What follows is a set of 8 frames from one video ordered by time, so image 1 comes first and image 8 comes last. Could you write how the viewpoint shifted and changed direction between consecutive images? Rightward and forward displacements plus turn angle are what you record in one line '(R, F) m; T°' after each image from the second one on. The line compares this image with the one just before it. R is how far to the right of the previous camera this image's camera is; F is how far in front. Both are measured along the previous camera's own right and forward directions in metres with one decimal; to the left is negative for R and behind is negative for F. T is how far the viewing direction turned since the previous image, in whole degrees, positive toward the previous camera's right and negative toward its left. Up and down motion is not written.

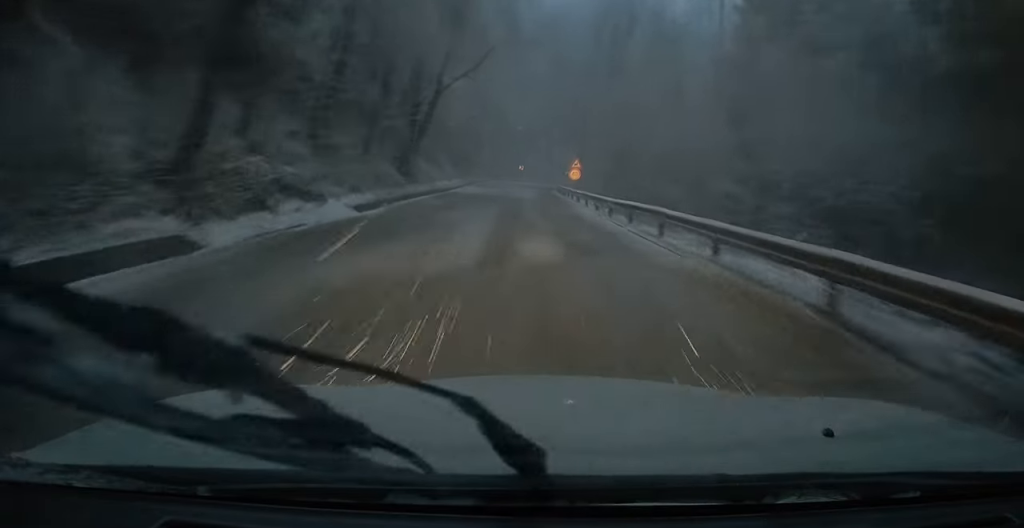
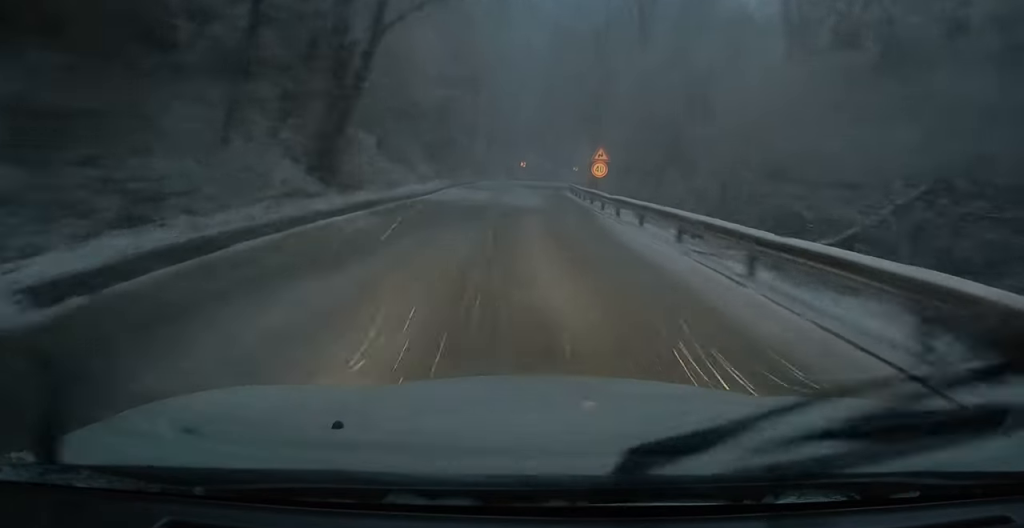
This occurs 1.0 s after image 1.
(0.0, +12.8) m; 0°
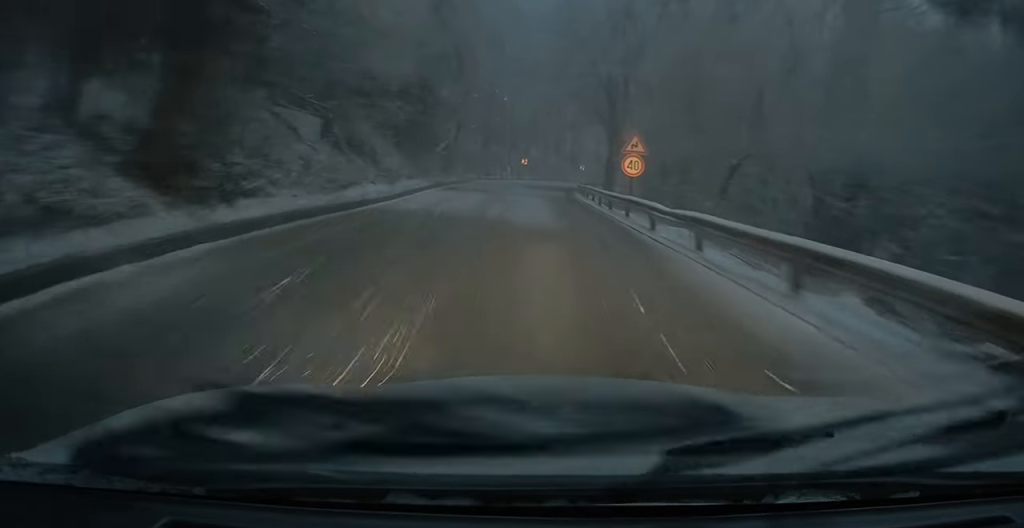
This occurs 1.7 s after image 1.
(0.0, +8.8) m; 0°
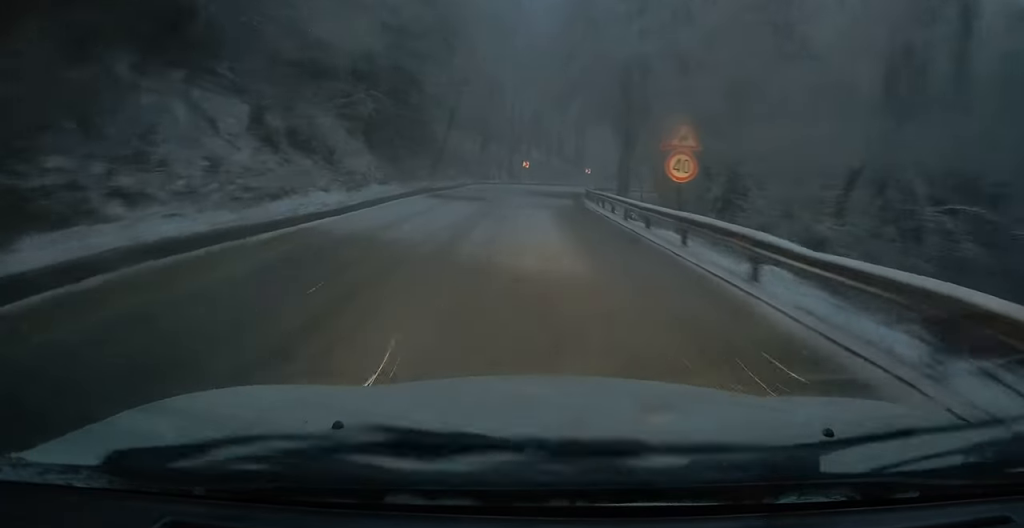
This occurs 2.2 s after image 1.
(0.0, +5.9) m; 0°
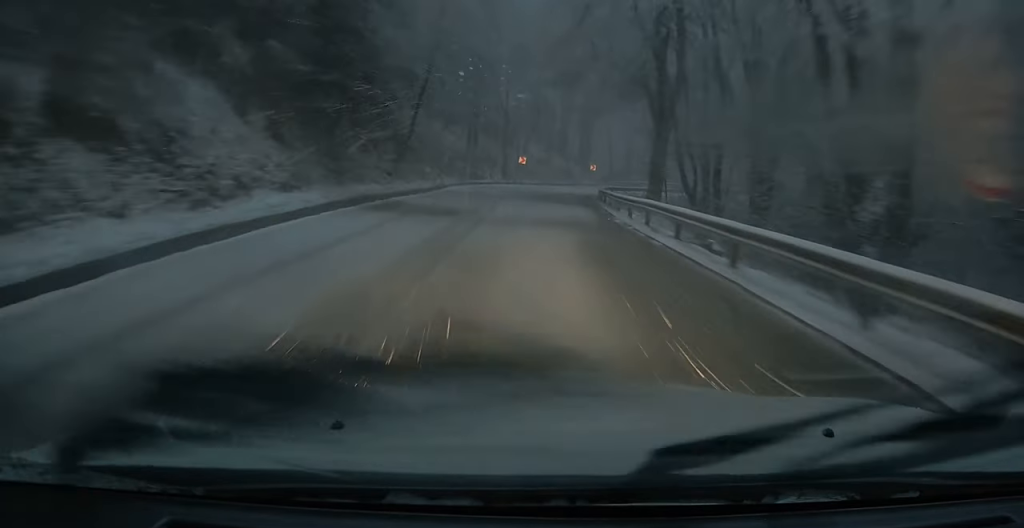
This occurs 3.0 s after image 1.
(0.0, +9.8) m; -1°
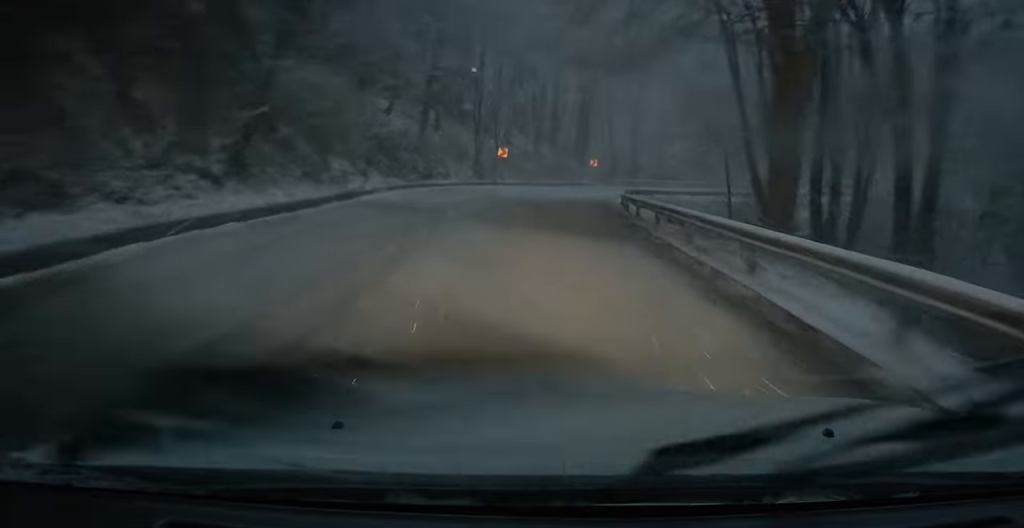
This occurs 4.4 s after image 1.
(-0.4, +15.2) m; 0°
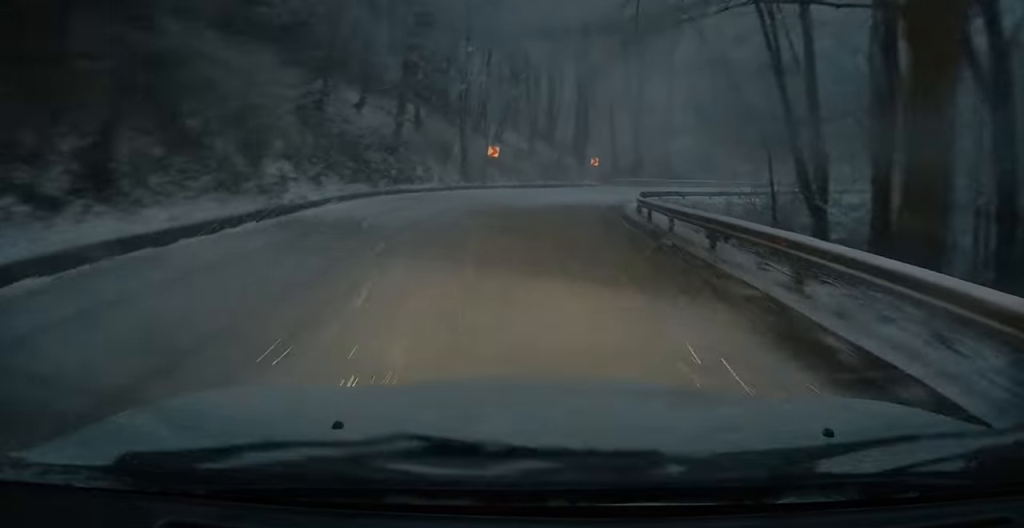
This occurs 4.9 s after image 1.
(0.0, +5.1) m; +2°
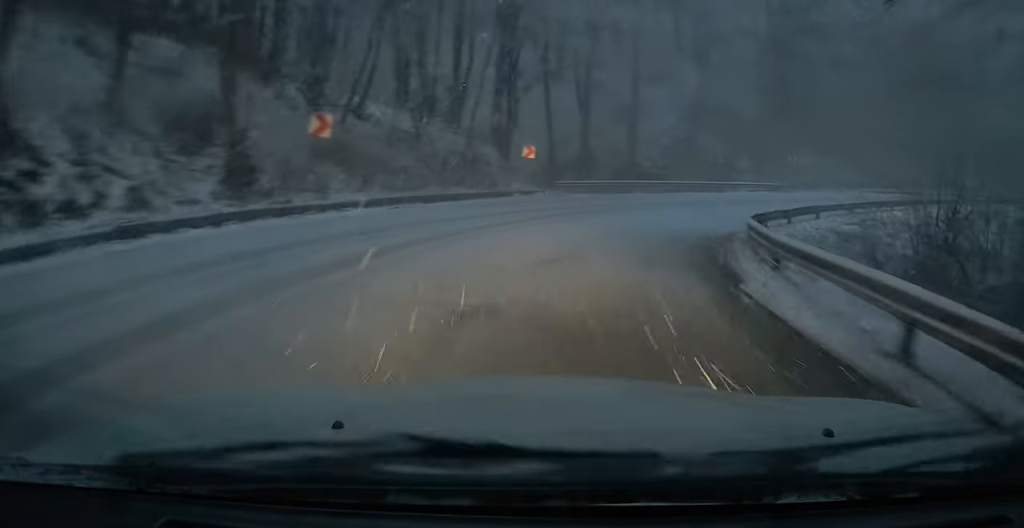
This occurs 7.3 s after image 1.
(+2.8, +20.7) m; +15°
